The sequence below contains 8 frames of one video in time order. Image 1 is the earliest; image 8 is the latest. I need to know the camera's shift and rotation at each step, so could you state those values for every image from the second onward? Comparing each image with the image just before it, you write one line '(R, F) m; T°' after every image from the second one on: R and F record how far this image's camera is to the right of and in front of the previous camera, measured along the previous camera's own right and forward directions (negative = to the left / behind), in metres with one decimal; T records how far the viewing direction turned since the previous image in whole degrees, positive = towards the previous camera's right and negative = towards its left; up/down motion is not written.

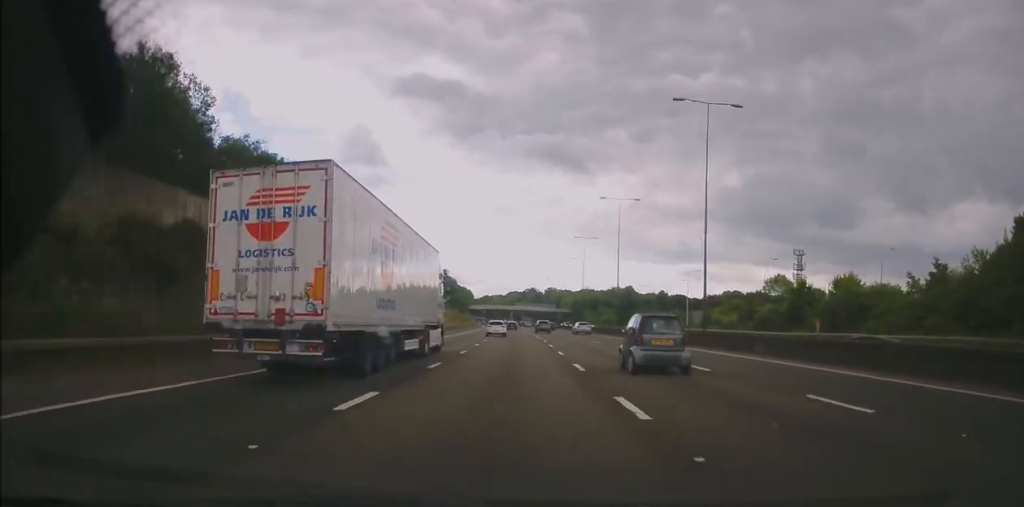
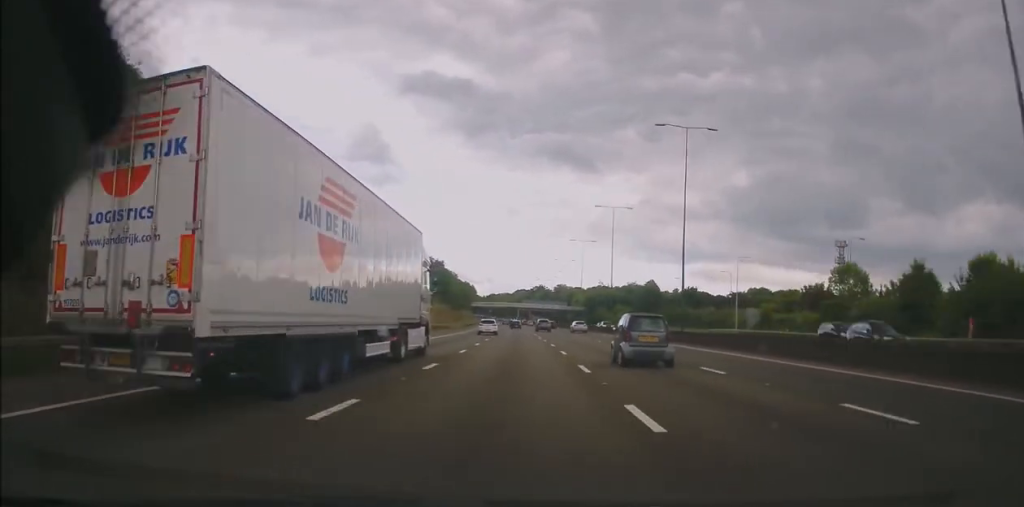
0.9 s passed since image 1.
(-0.1, +25.7) m; -1°
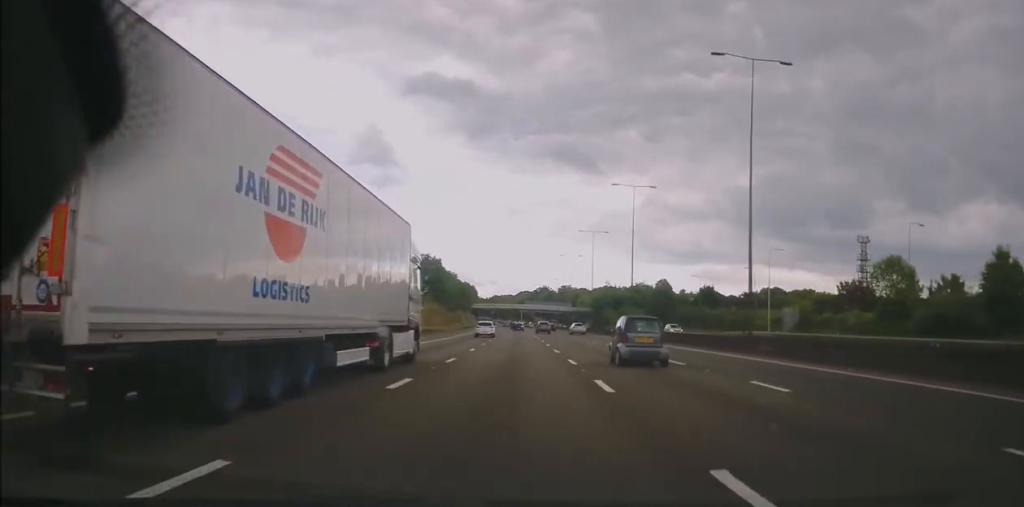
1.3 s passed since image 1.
(+0.1, +12.4) m; -1°
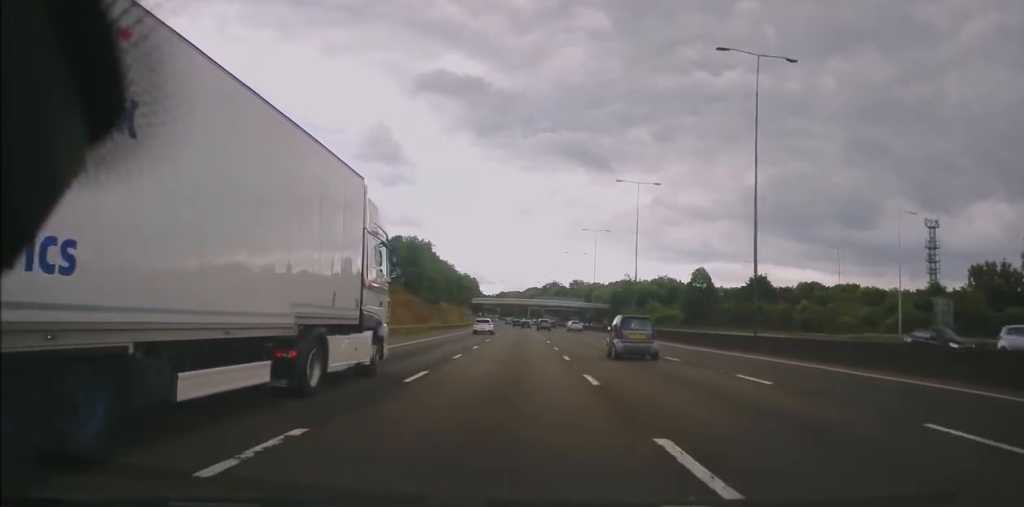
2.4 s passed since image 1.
(-0.5, +31.5) m; -1°
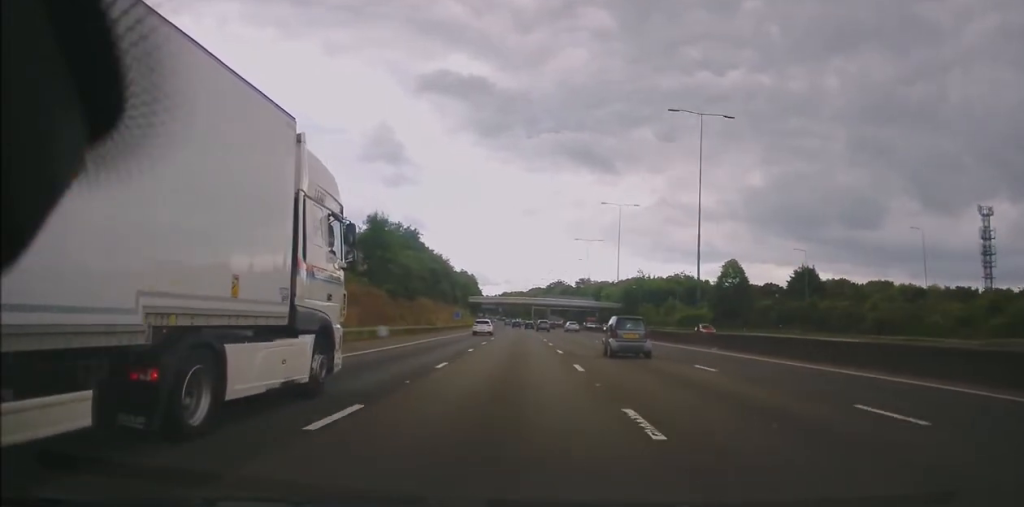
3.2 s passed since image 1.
(+0.2, +21.2) m; 0°
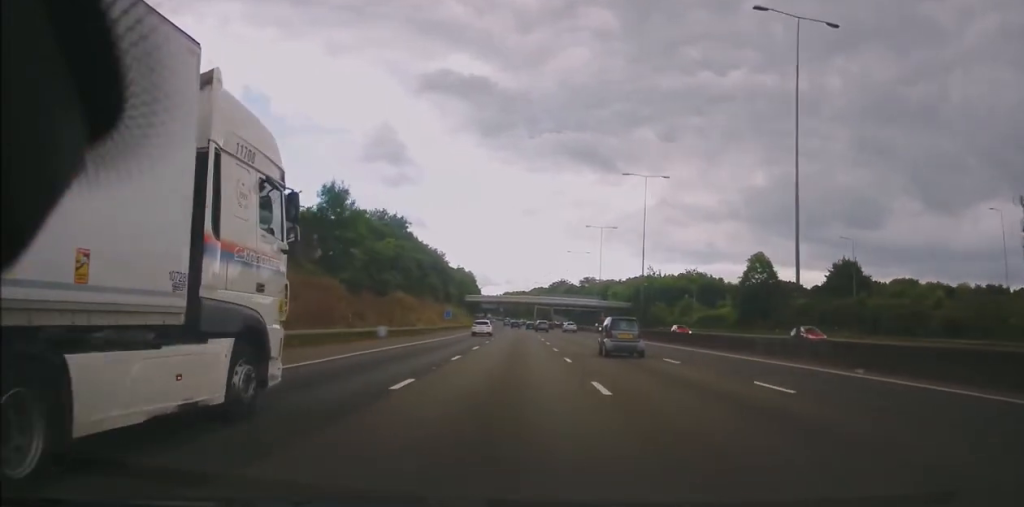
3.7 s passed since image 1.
(-0.1, +14.4) m; 0°
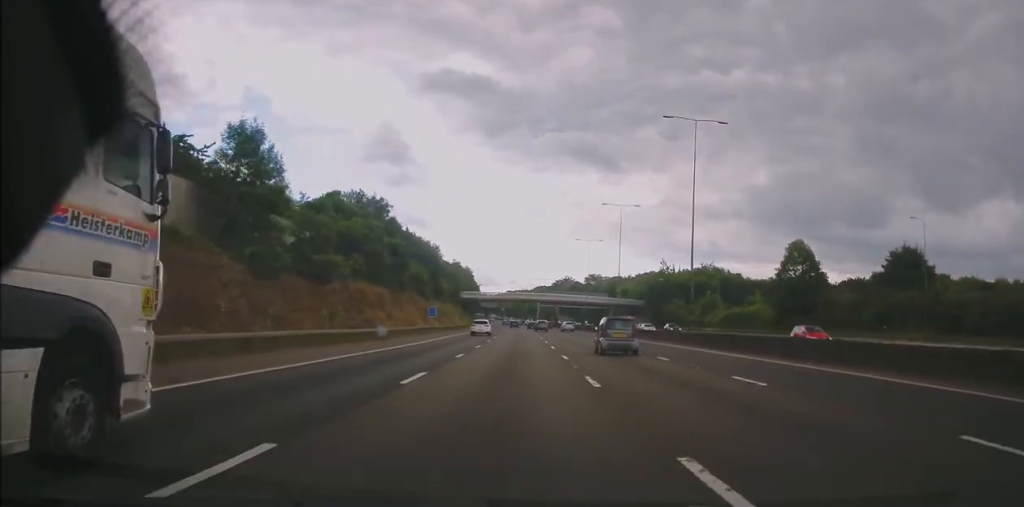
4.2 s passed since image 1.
(-0.3, +16.4) m; 0°
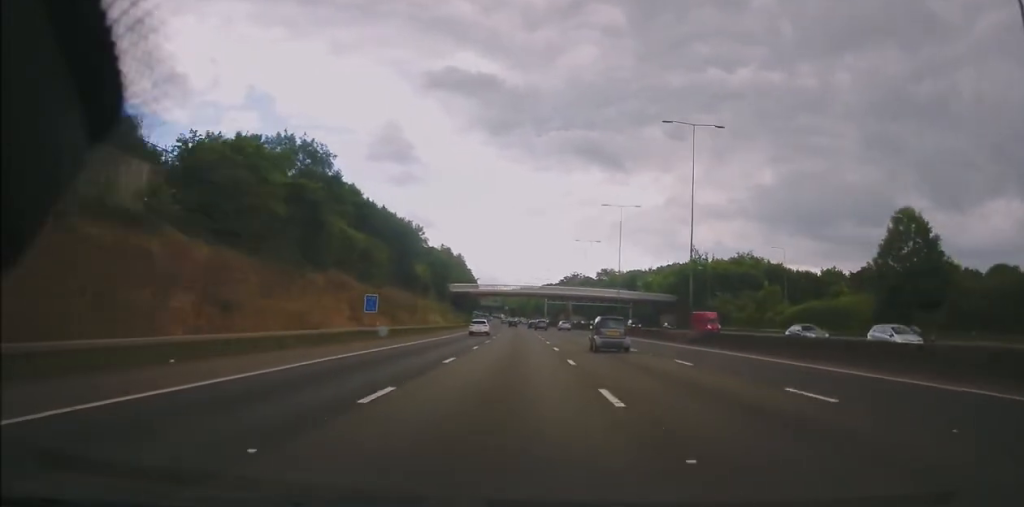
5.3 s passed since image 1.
(+0.3, +30.0) m; 0°
